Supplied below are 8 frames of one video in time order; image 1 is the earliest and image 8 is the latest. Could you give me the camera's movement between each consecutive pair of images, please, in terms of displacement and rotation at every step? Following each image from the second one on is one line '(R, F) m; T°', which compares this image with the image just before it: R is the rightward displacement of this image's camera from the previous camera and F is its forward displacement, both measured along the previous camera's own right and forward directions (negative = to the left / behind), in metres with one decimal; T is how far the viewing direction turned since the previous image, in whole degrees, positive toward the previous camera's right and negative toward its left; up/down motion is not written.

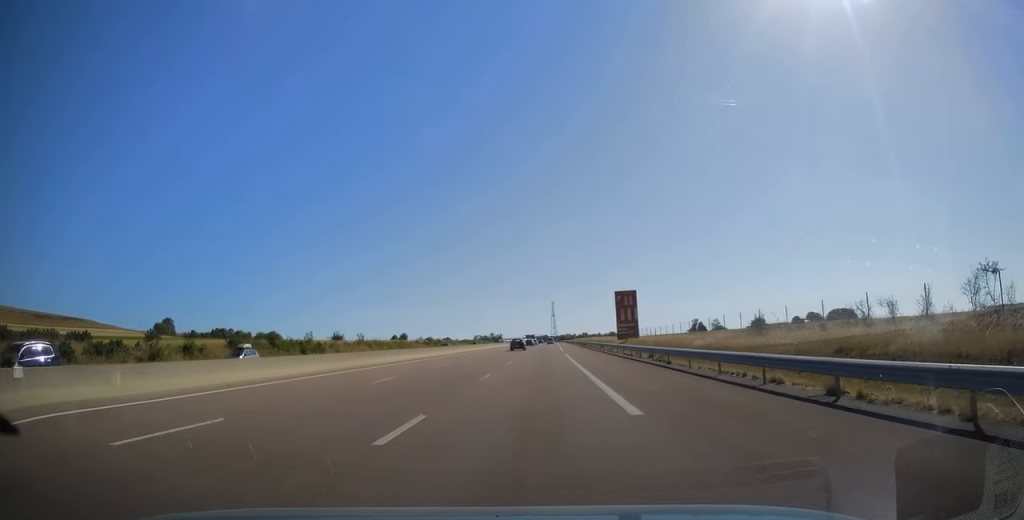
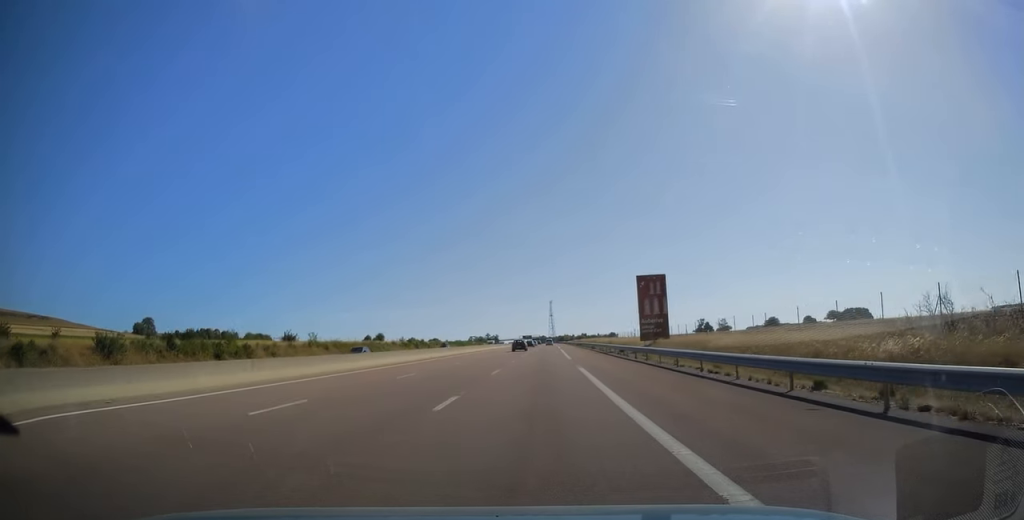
(+0.2, +22.0) m; 0°
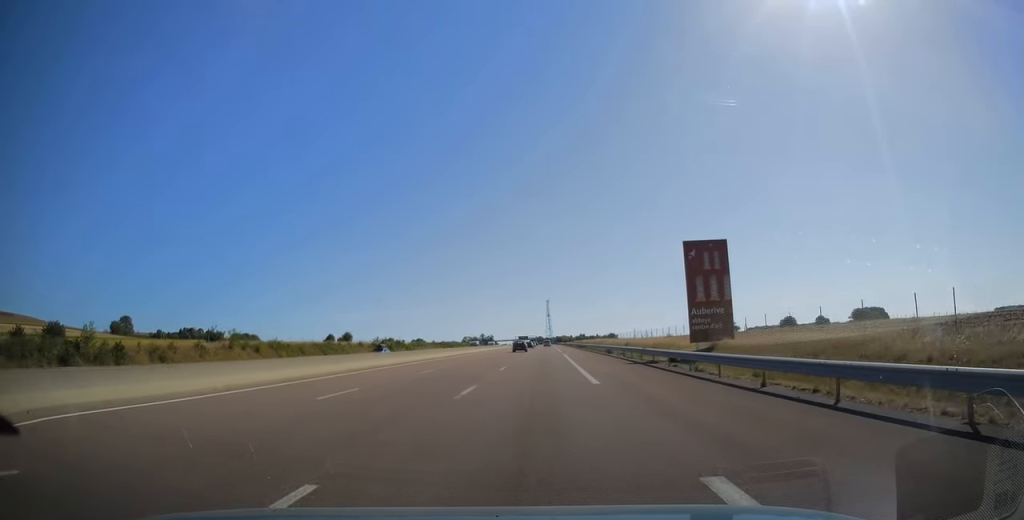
(+0.2, +22.5) m; 0°
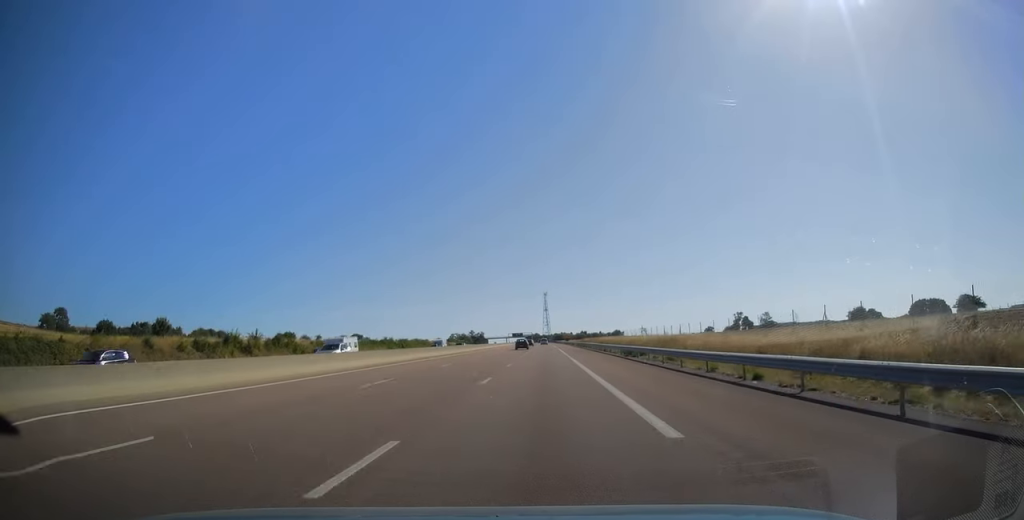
(+0.2, +62.9) m; +1°
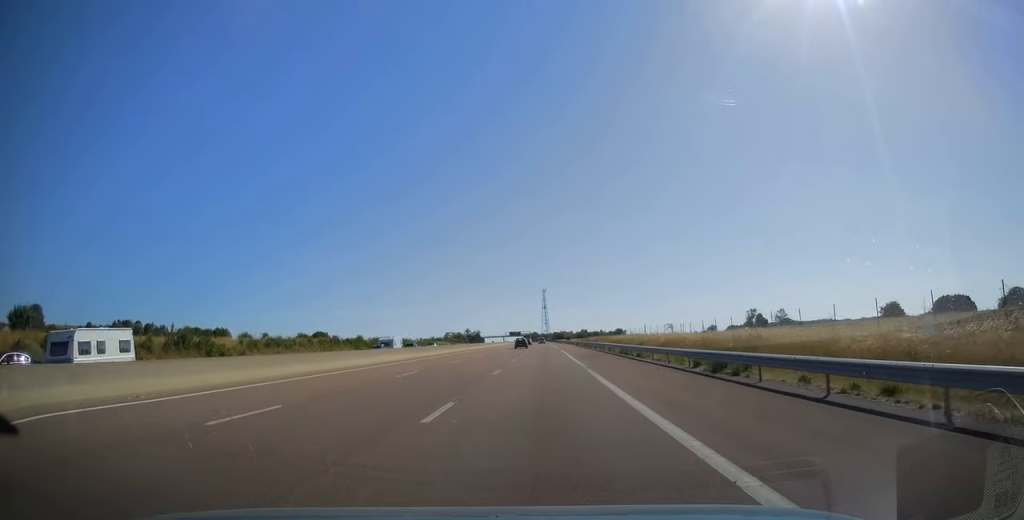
(+0.1, +21.4) m; 0°
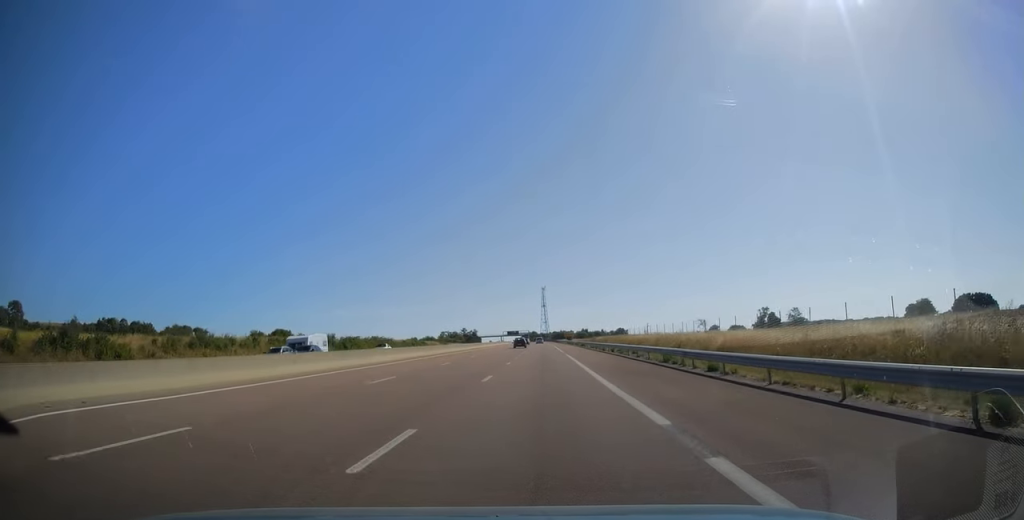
(-0.2, +16.9) m; 0°
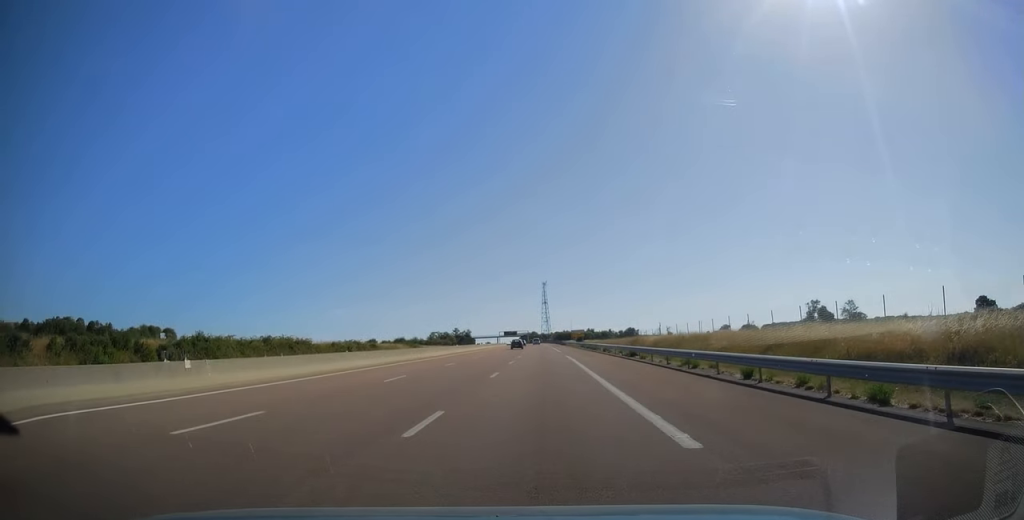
(+0.2, +49.8) m; +1°
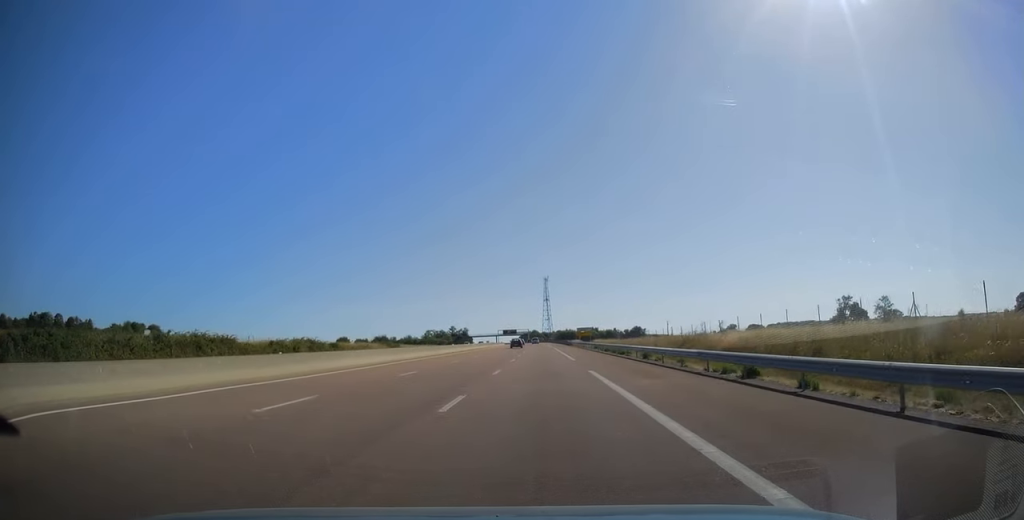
(0.0, +23.1) m; -1°
